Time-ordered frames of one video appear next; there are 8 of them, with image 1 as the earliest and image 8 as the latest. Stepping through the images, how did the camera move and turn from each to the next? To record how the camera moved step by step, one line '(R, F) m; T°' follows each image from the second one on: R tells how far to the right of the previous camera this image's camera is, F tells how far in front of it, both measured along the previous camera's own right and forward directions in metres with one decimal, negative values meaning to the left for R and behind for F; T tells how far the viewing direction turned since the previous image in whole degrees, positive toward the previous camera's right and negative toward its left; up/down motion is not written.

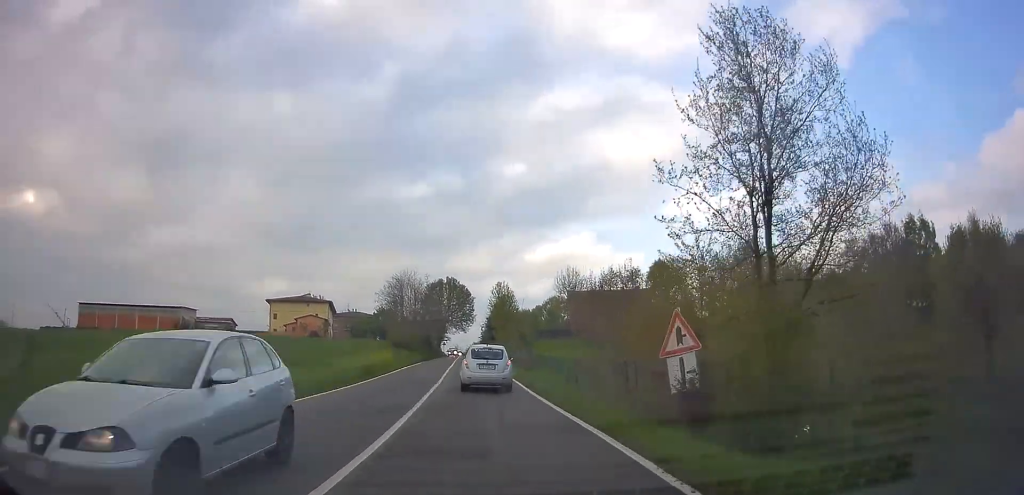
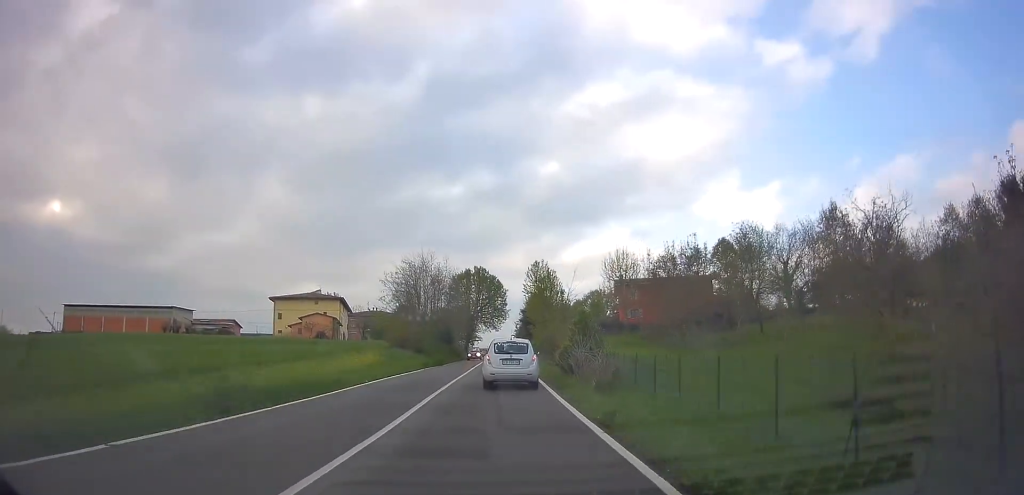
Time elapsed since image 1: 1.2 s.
(-0.7, +16.9) m; -3°
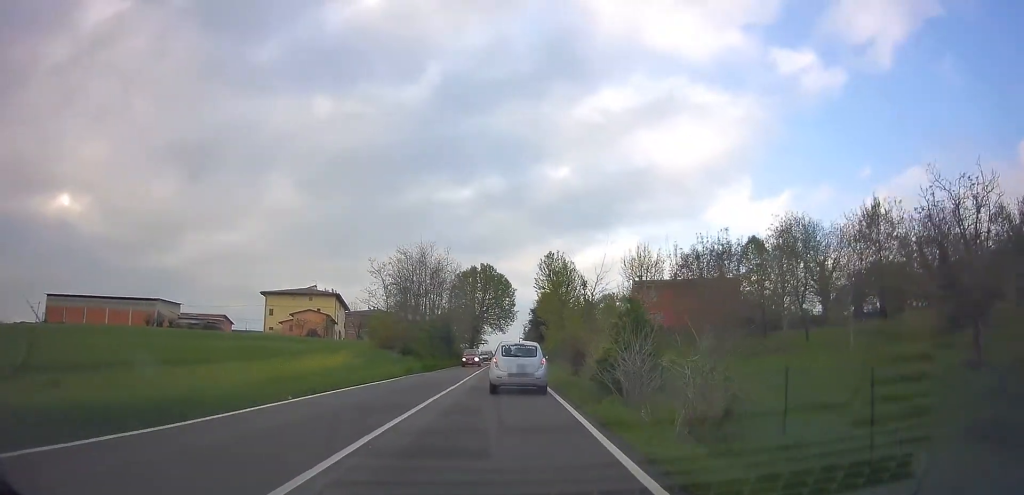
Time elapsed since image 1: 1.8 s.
(0.0, +8.1) m; -1°
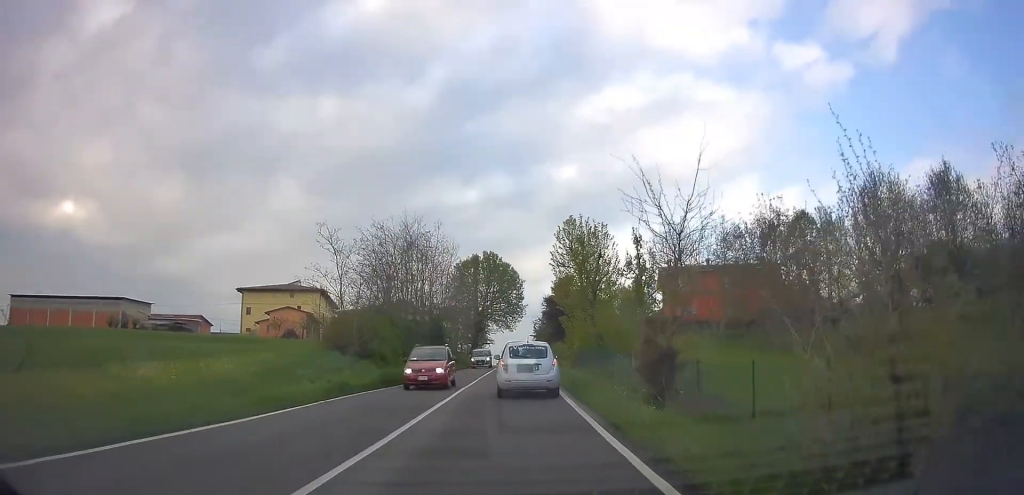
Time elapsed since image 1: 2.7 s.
(-0.1, +13.3) m; 0°
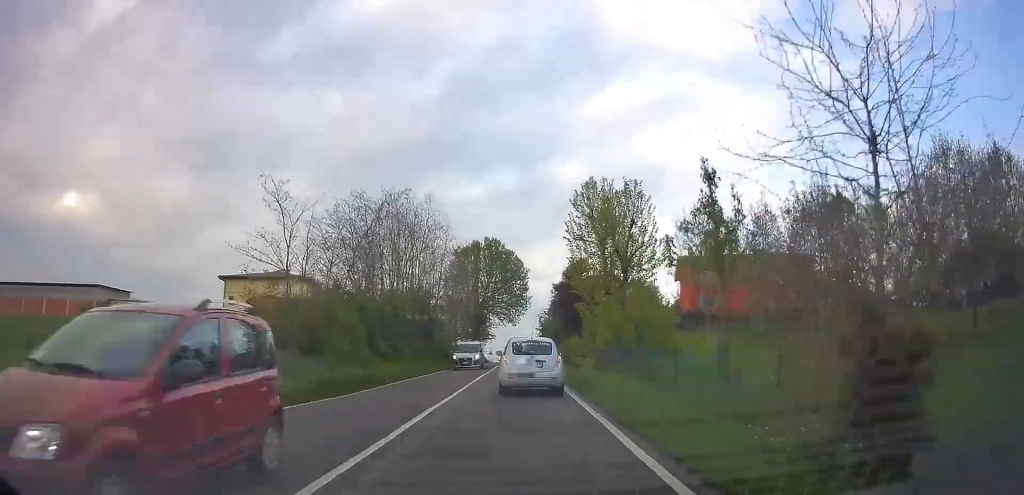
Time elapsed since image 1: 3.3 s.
(+0.1, +8.0) m; -1°
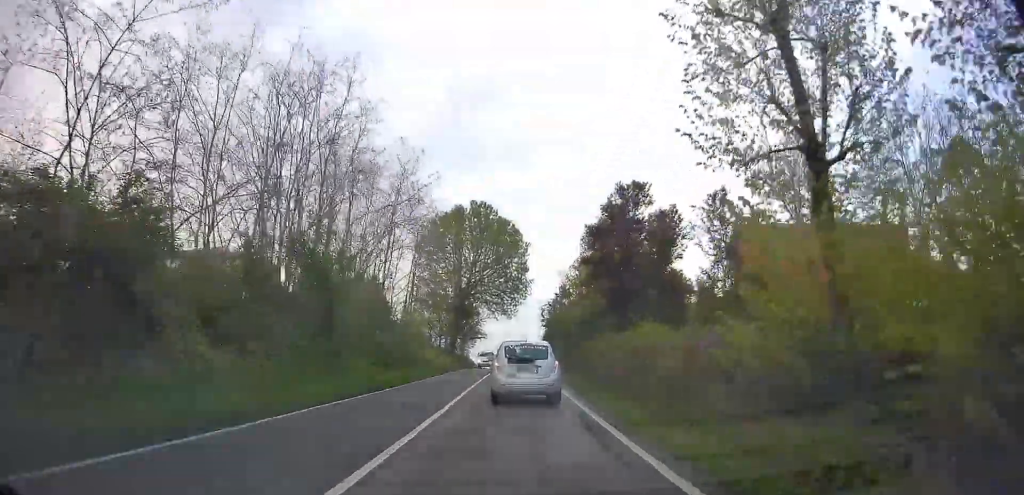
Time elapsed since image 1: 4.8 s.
(-0.2, +20.8) m; +1°
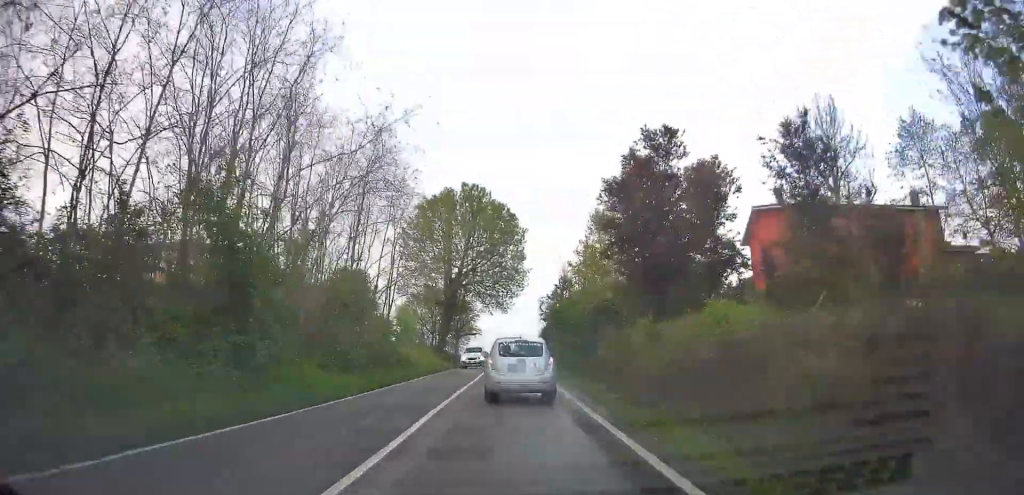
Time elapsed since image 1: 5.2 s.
(+0.2, +5.9) m; 0°
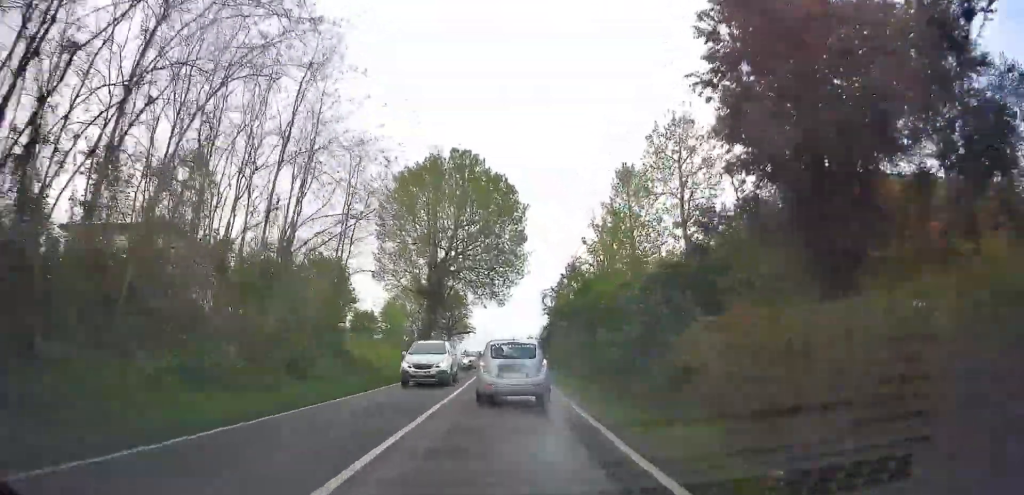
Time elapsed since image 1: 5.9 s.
(+0.2, +9.5) m; -3°
